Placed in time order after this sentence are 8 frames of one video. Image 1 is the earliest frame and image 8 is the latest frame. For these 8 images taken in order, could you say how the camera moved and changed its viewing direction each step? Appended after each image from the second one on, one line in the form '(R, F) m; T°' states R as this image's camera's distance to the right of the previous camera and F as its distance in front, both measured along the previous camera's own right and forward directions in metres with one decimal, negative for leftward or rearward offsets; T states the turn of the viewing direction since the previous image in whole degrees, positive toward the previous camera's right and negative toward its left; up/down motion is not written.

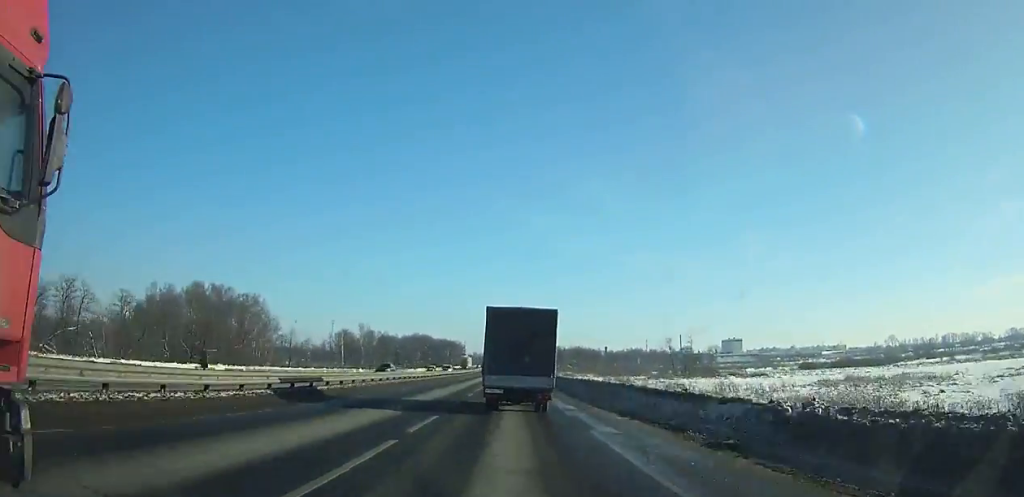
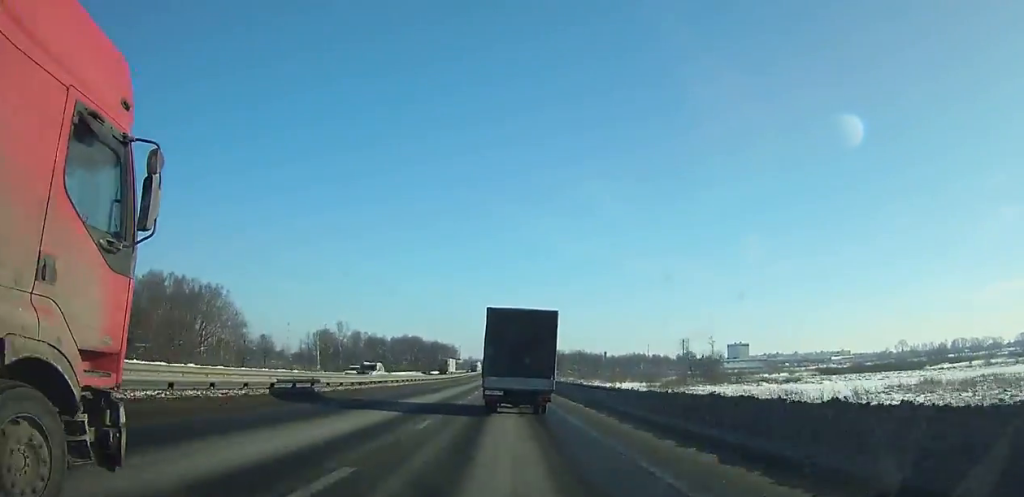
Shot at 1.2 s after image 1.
(0.0, +24.3) m; 0°
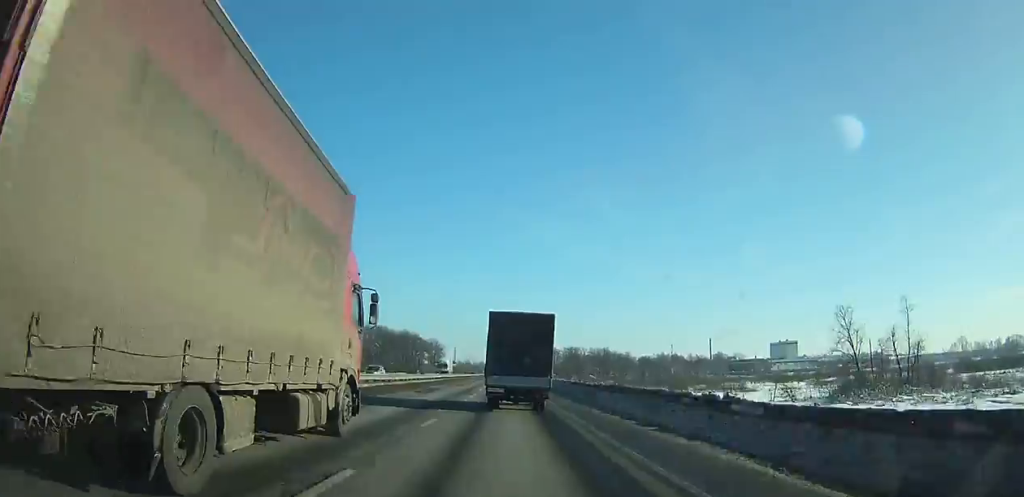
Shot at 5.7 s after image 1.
(-0.3, +90.8) m; 0°
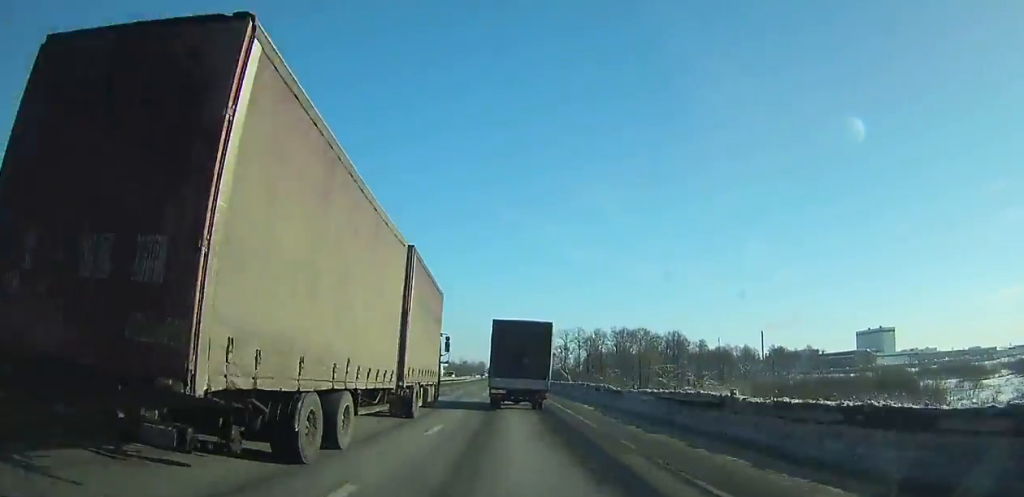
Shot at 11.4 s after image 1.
(+0.3, +112.1) m; +1°
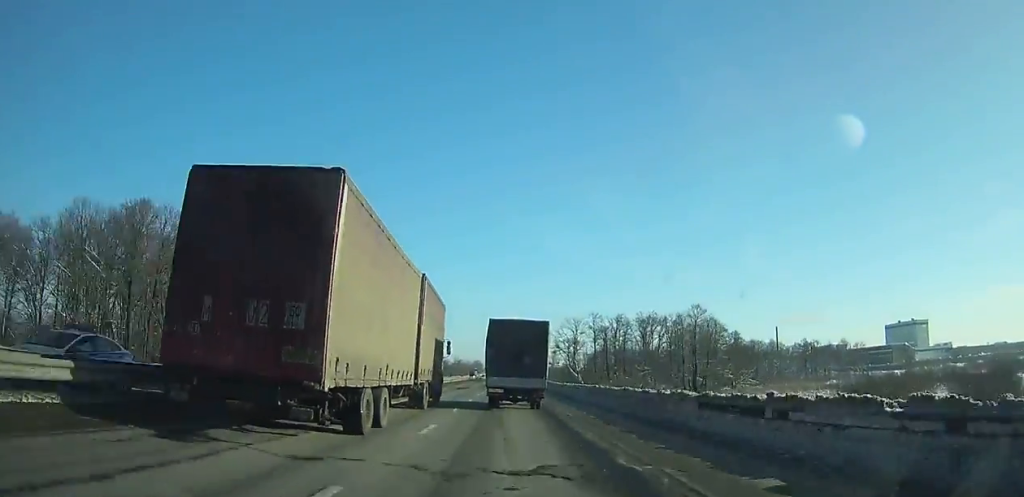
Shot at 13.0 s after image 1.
(+0.1, +30.3) m; 0°
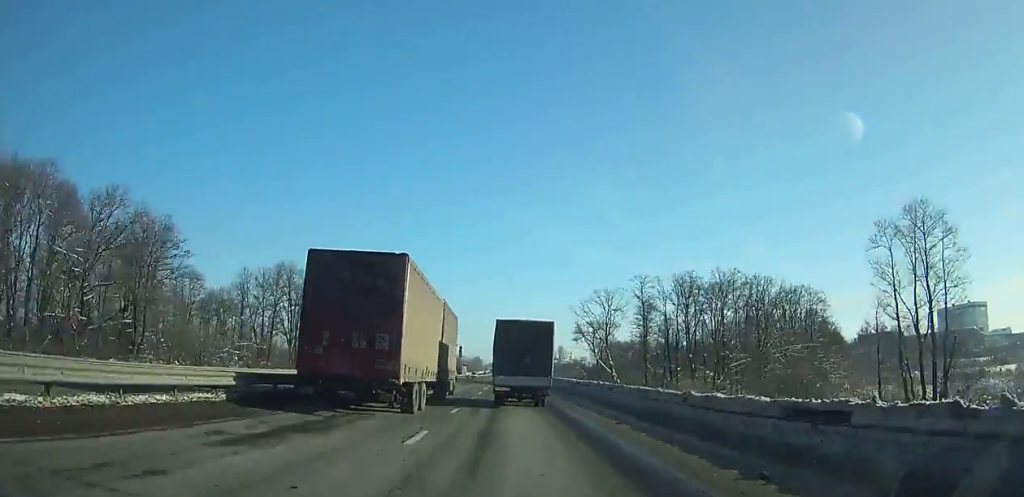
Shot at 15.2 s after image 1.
(+0.9, +40.6) m; -1°
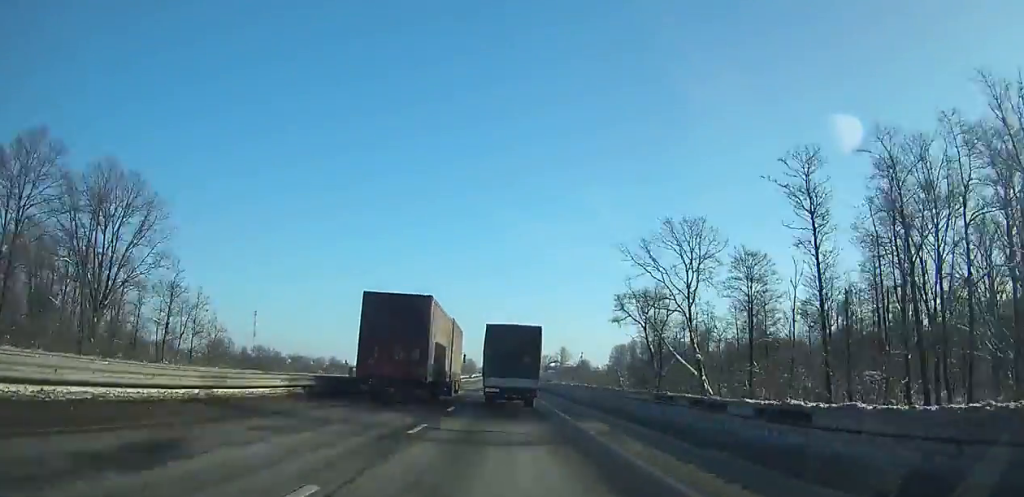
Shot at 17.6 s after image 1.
(-1.2, +43.0) m; -1°
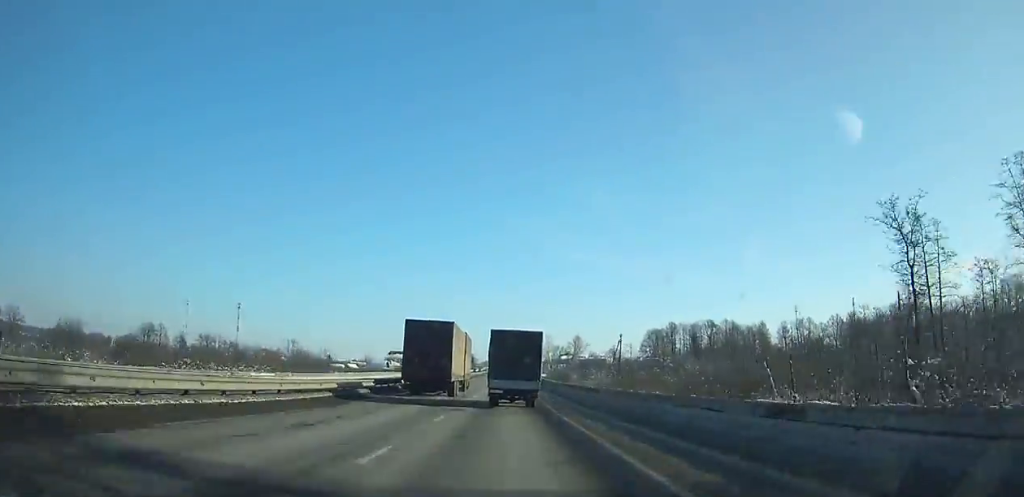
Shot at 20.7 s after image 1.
(0.0, +57.3) m; 0°
